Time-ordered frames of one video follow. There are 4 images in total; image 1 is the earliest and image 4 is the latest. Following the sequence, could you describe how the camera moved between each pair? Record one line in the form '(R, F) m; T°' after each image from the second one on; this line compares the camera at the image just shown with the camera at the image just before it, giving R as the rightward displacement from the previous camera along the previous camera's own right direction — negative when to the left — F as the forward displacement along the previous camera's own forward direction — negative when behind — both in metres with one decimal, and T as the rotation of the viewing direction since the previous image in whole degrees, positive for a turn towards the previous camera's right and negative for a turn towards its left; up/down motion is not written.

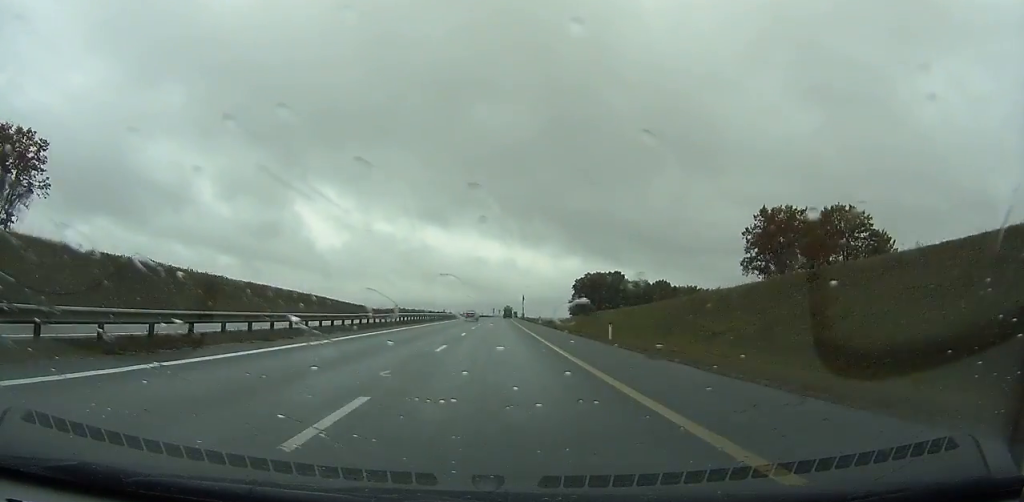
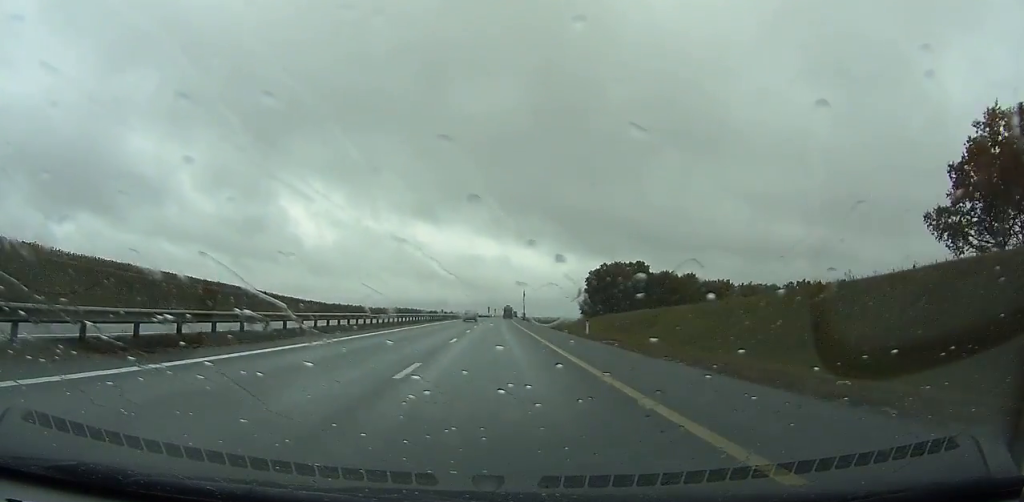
(0.0, +40.1) m; 0°
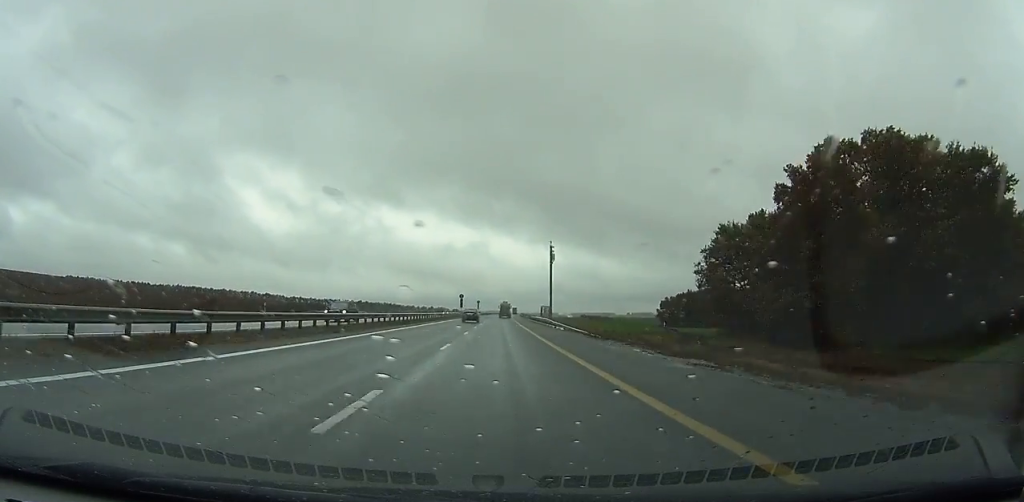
(+2.0, +134.6) m; +1°
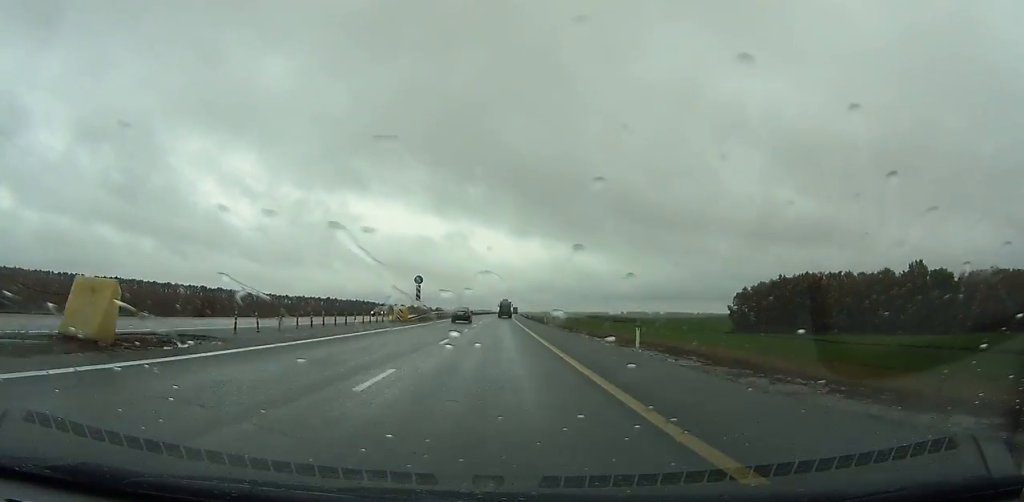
(+0.9, +118.6) m; +1°
